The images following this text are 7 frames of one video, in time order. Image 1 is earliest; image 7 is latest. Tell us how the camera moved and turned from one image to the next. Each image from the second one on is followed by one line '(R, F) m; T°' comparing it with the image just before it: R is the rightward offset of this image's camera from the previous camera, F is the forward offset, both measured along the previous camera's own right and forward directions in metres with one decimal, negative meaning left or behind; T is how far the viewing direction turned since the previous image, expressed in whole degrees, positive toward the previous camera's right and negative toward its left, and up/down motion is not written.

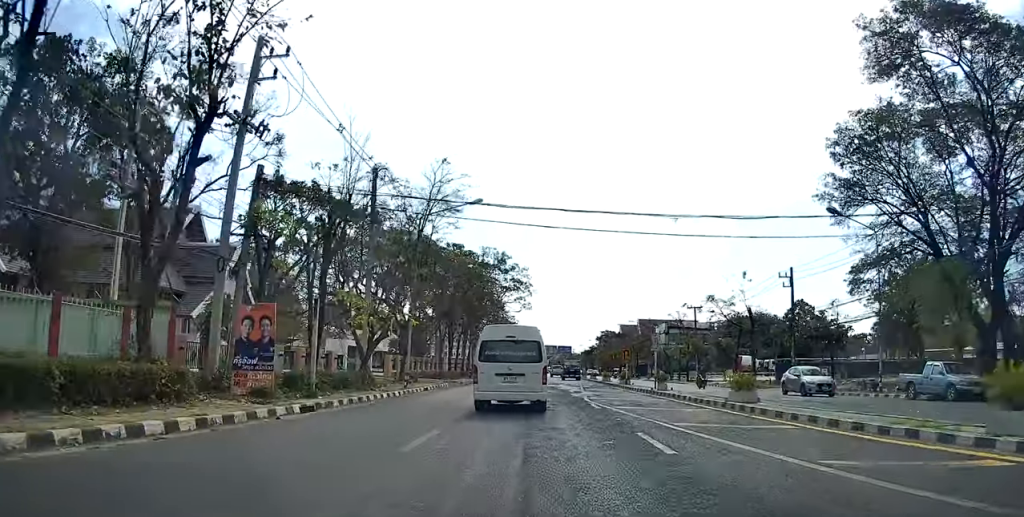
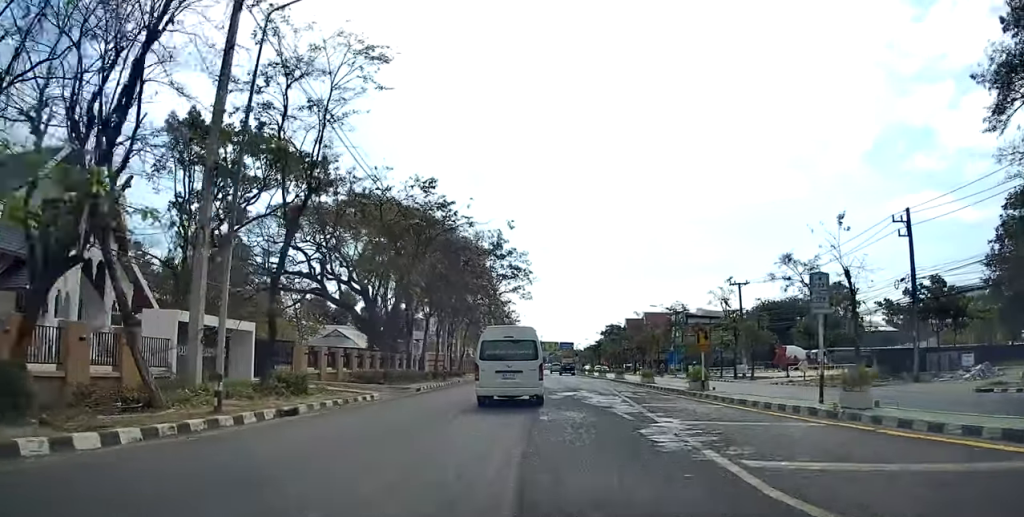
(+0.1, +19.2) m; 0°
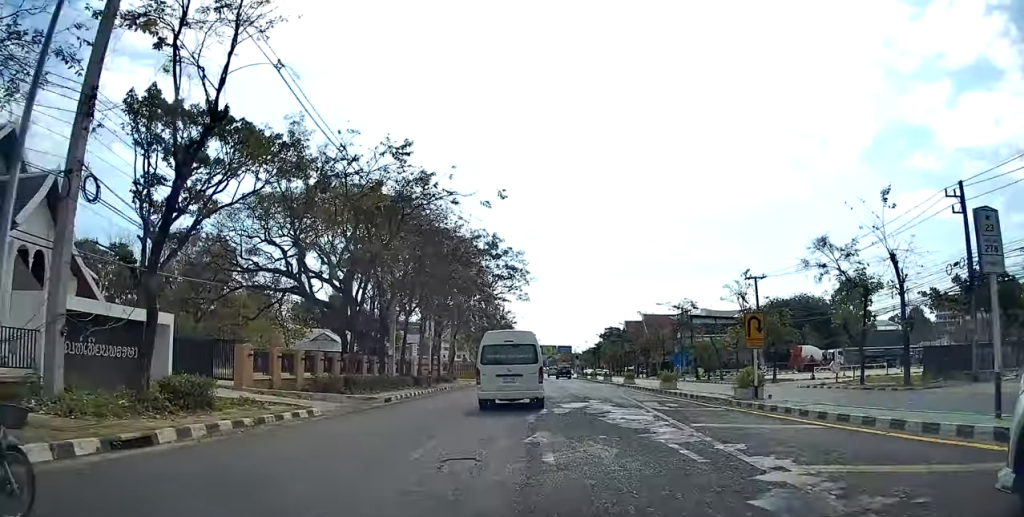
(0.0, +6.0) m; 0°
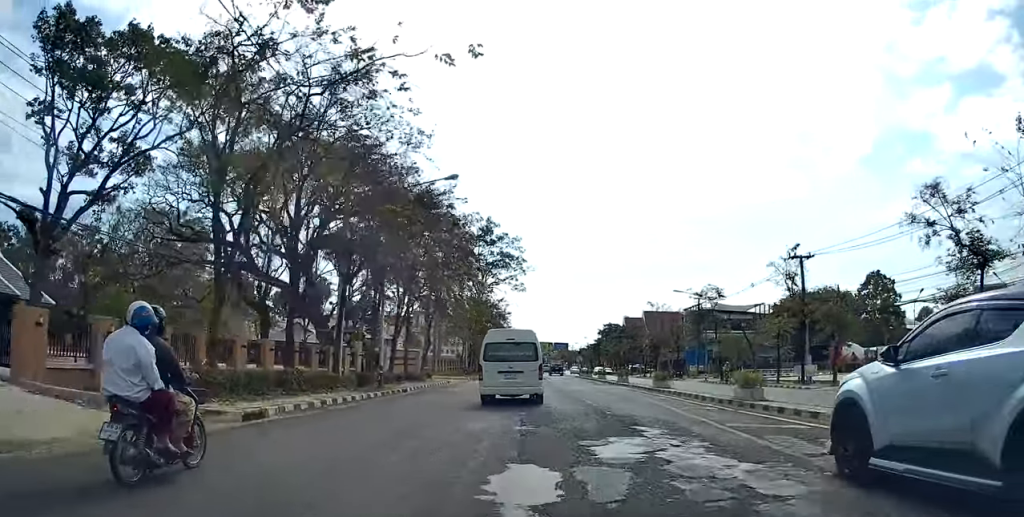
(+0.1, +11.7) m; 0°
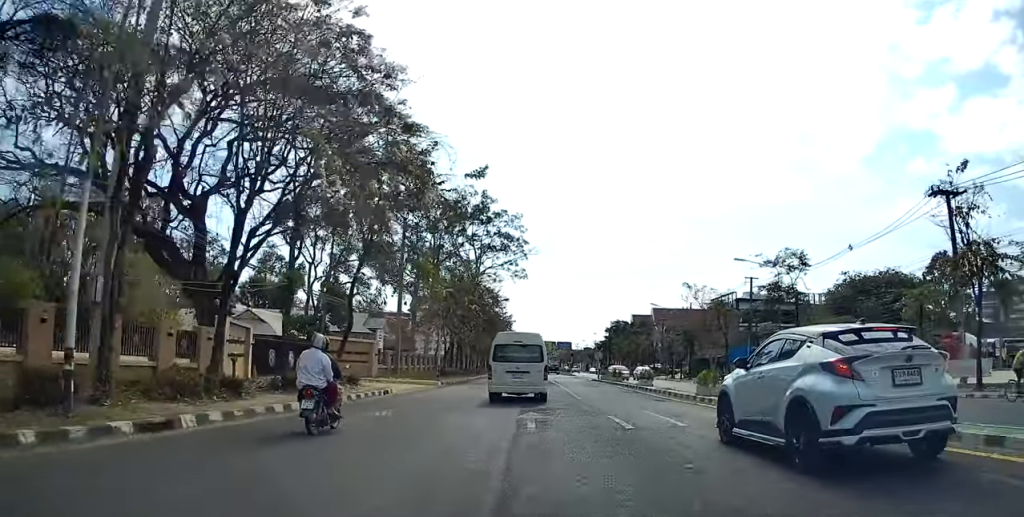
(-0.1, +19.6) m; 0°
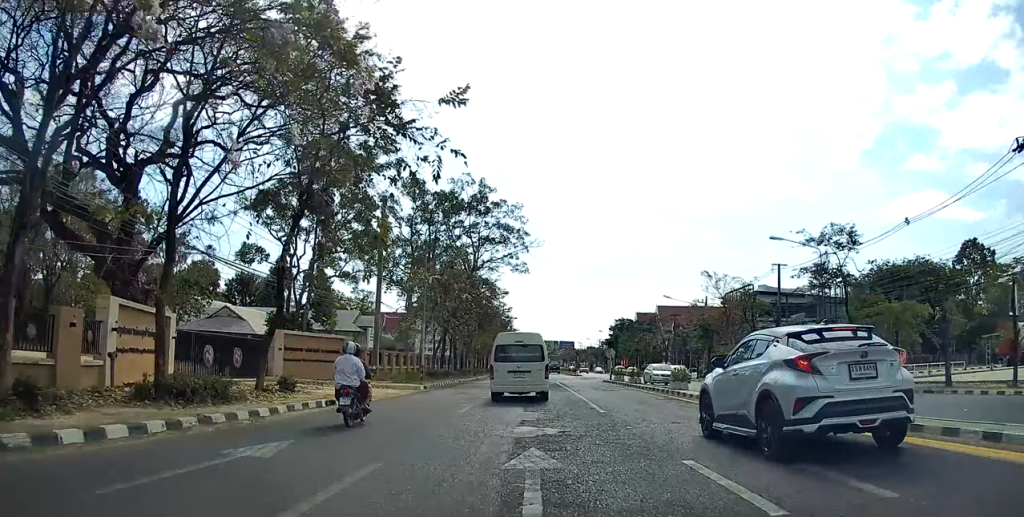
(0.0, +7.6) m; 0°
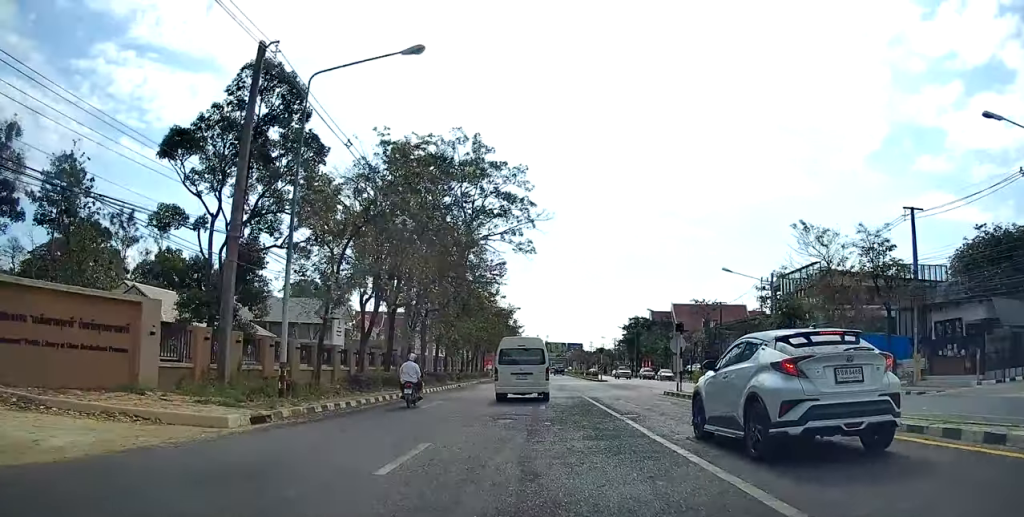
(+0.4, +21.3) m; +1°
